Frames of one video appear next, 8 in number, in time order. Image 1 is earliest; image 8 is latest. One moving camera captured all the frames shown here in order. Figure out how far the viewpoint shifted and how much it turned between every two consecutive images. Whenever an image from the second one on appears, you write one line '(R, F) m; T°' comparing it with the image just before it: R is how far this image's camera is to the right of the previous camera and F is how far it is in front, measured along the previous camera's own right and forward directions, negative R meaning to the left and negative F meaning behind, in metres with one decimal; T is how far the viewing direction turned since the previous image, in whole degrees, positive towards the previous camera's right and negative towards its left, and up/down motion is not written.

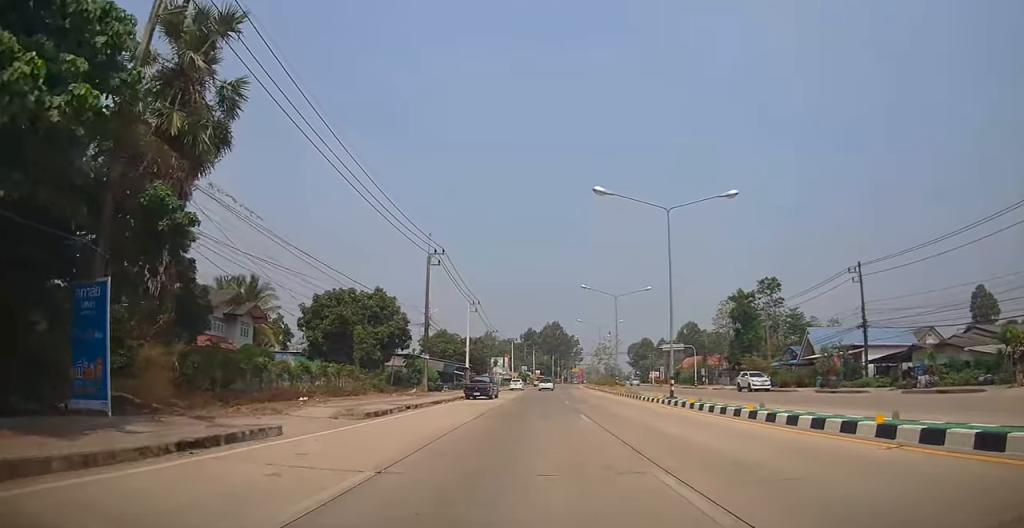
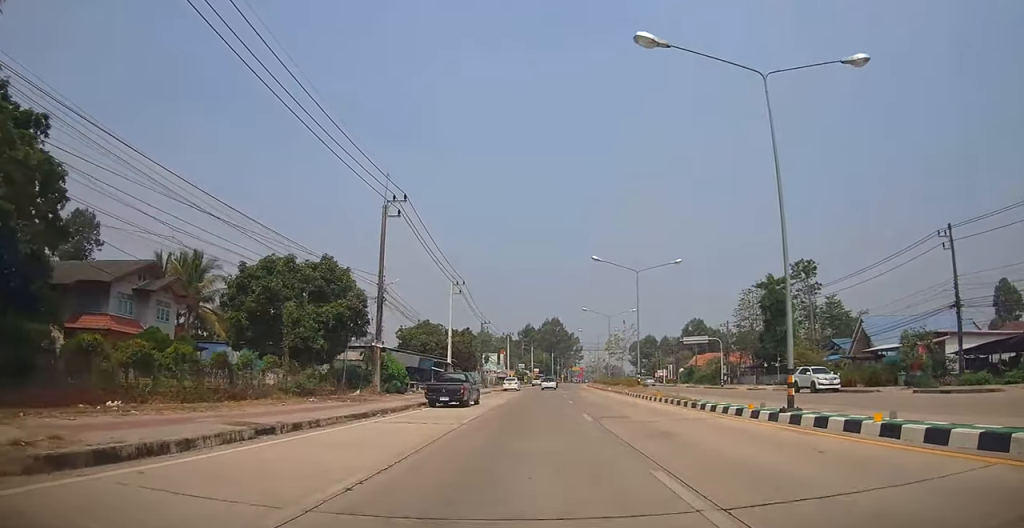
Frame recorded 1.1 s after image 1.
(+0.3, +12.0) m; +1°
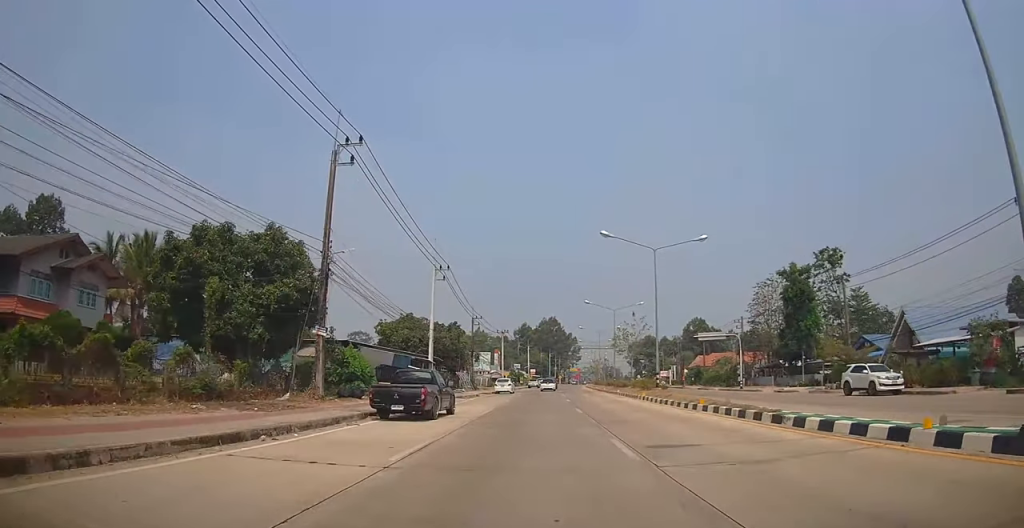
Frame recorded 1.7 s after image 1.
(-0.3, +7.6) m; +1°
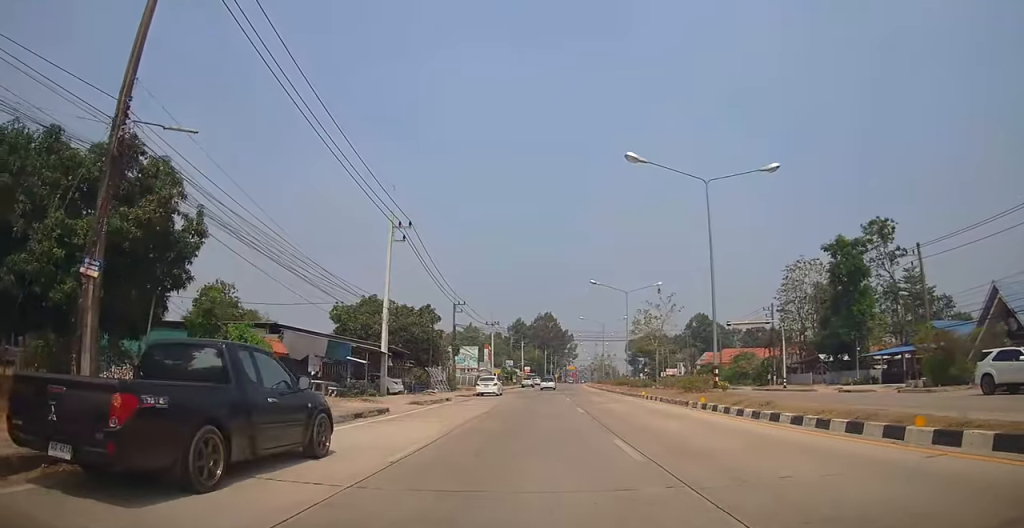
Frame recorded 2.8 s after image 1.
(+0.5, +12.0) m; +2°
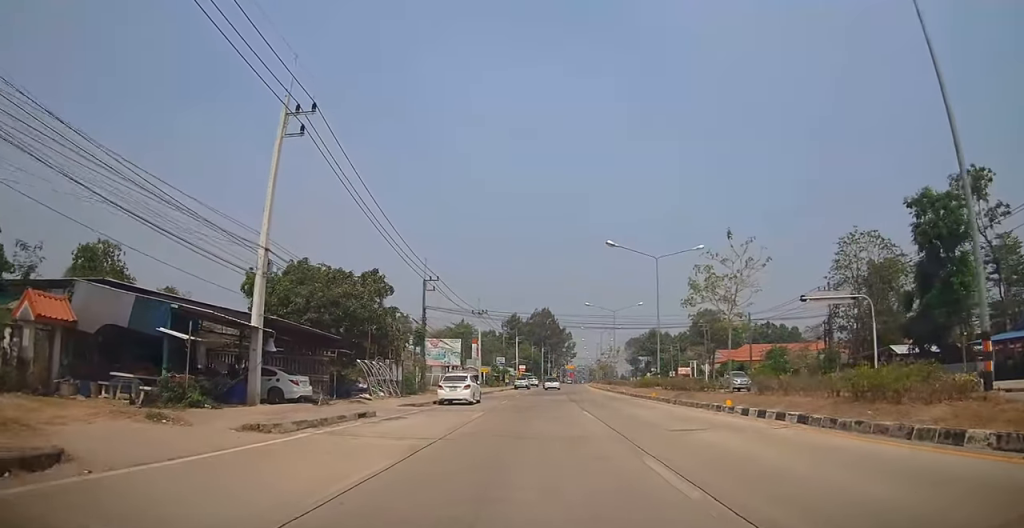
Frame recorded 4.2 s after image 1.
(-0.2, +14.7) m; -1°
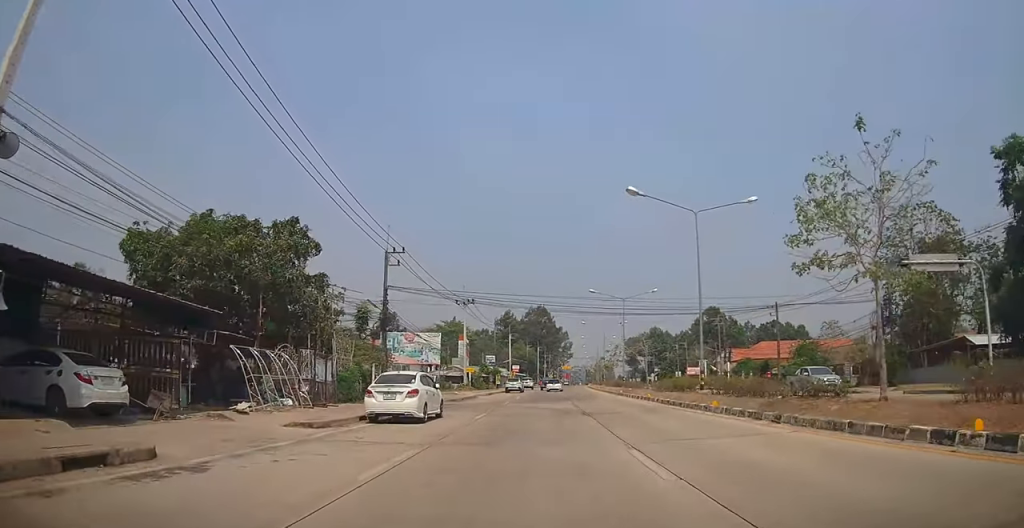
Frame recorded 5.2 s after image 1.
(0.0, +11.1) m; 0°
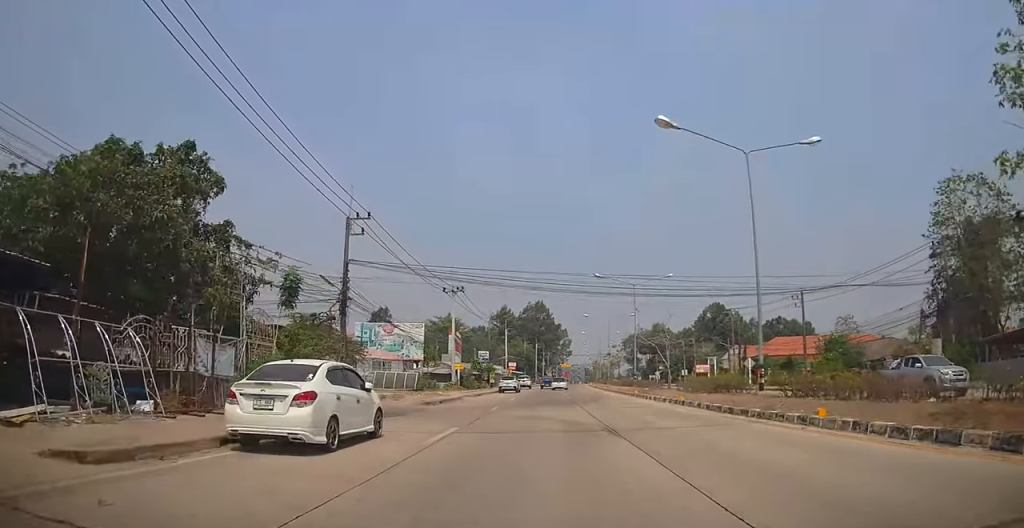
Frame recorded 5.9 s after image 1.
(0.0, +7.8) m; 0°
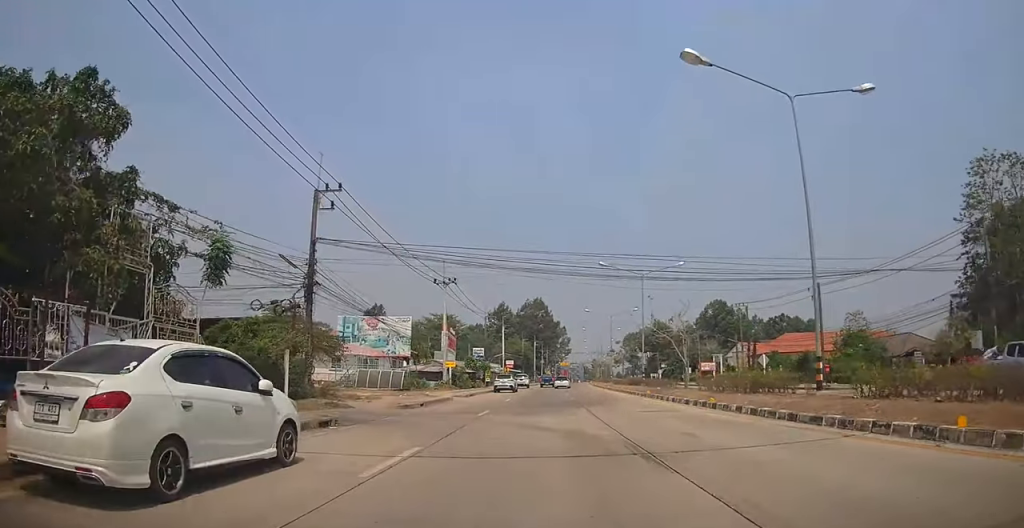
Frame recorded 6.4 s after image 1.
(0.0, +4.5) m; -1°
